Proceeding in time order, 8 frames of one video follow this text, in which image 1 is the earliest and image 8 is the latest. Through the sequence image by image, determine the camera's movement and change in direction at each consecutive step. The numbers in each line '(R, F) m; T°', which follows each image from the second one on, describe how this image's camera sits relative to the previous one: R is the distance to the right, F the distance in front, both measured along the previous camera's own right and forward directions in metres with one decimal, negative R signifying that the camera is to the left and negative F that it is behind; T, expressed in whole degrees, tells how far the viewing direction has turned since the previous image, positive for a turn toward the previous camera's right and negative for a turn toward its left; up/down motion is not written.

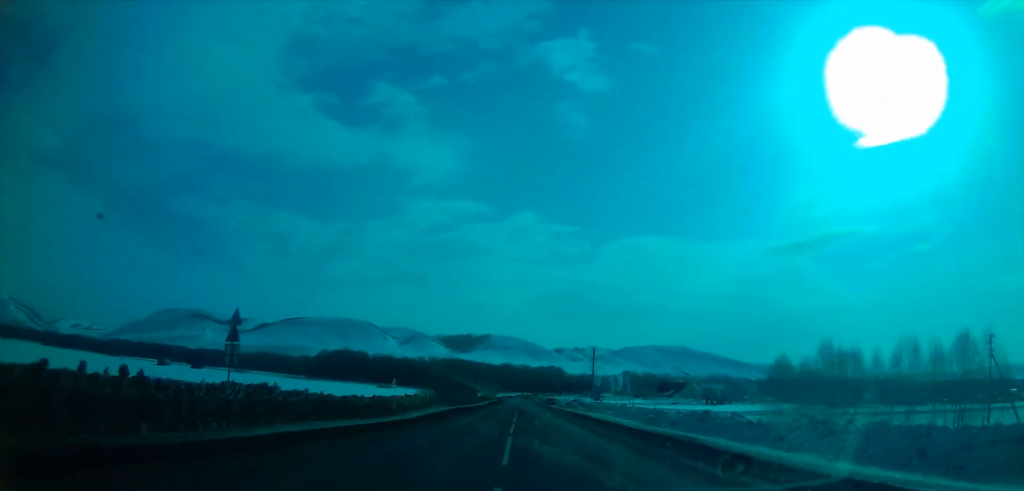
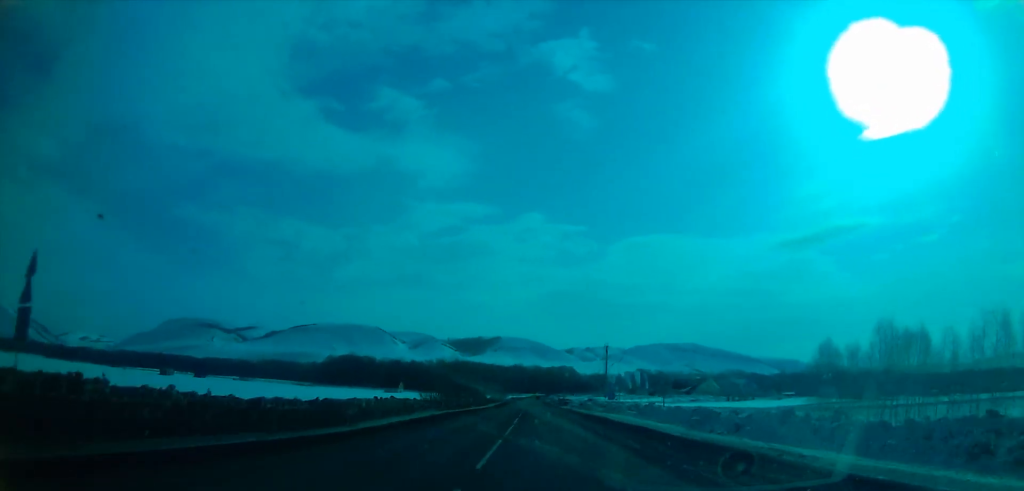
(+0.2, +14.2) m; 0°
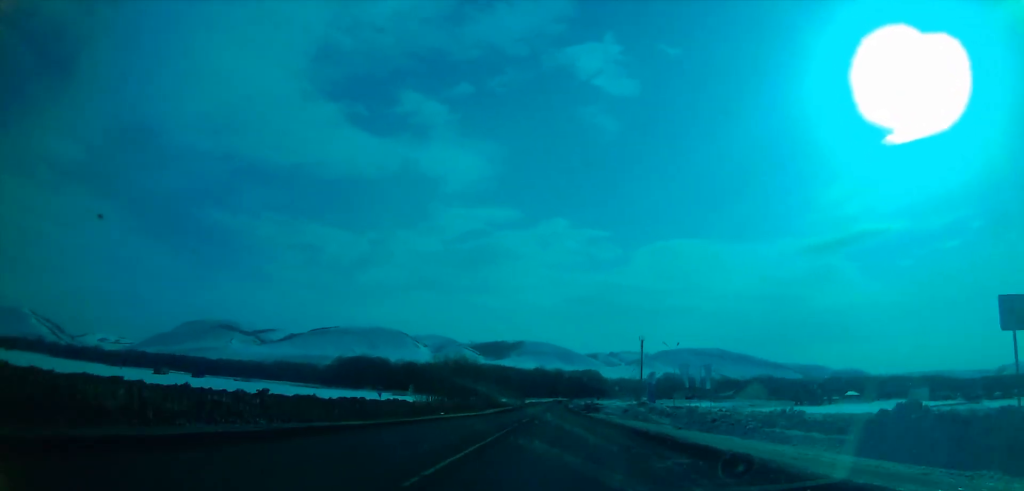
(-0.1, +41.9) m; -1°
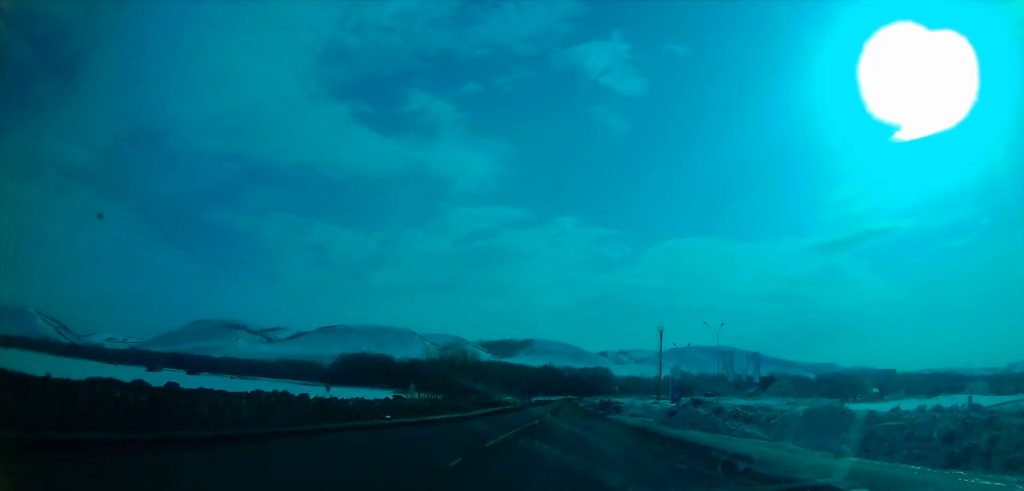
(-0.2, +19.8) m; 0°
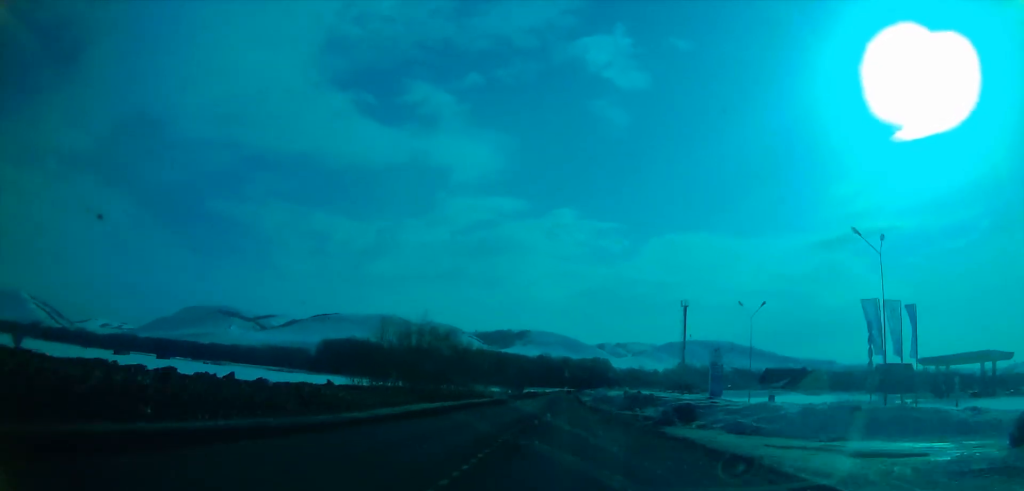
(-0.1, +36.0) m; -1°
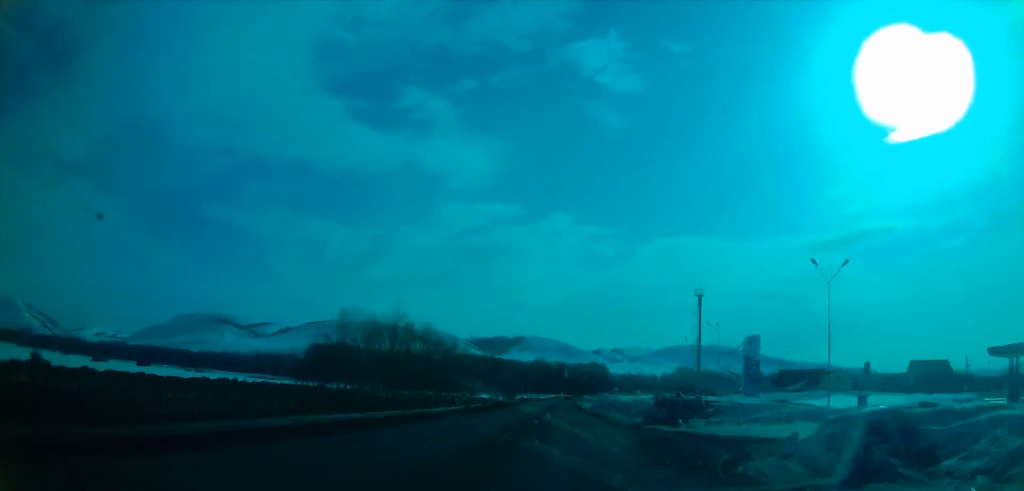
(-0.1, +20.3) m; -1°
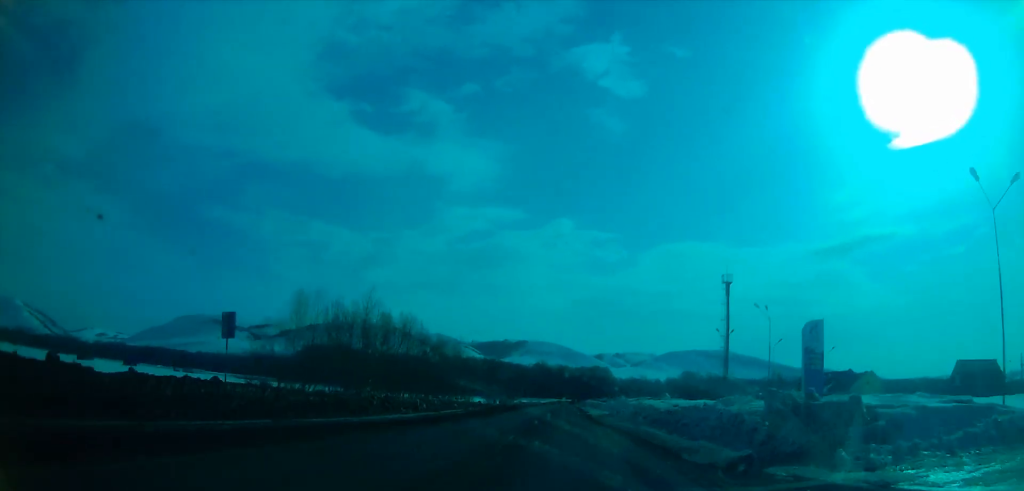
(-0.1, +21.2) m; 0°
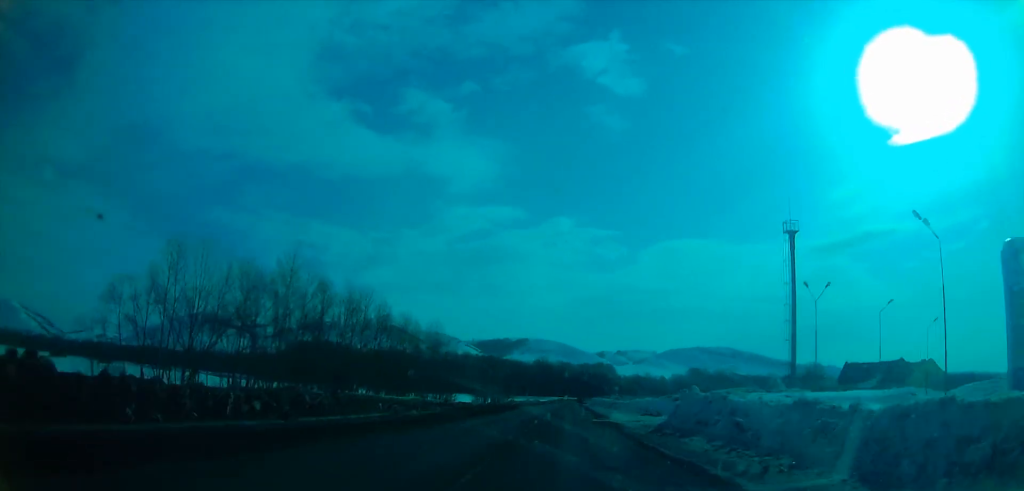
(-0.1, +30.7) m; 0°
